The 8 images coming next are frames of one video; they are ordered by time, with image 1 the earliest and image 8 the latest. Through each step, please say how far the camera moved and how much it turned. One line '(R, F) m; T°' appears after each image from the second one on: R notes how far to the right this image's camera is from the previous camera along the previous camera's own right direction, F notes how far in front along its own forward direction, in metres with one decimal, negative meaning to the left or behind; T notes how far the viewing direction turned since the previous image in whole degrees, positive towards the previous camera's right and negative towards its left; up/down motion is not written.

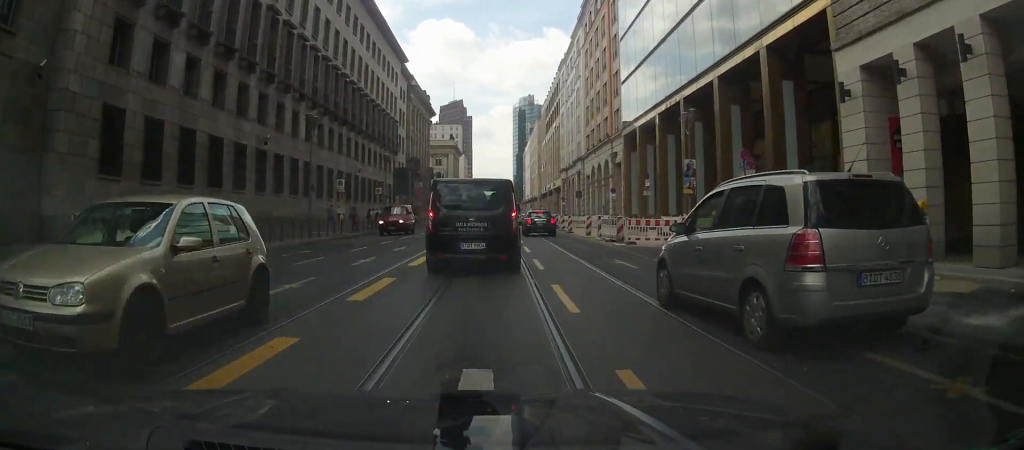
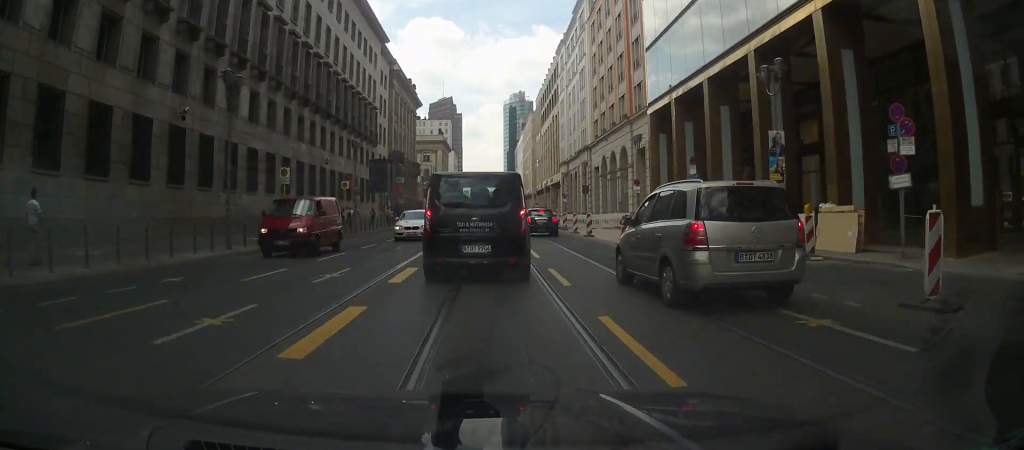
(+0.2, +10.0) m; +1°
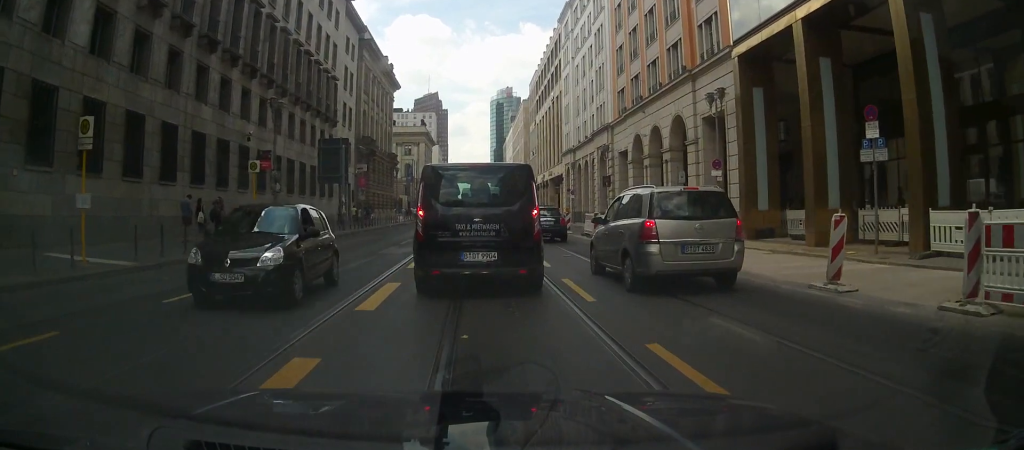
(-0.3, +15.8) m; +1°
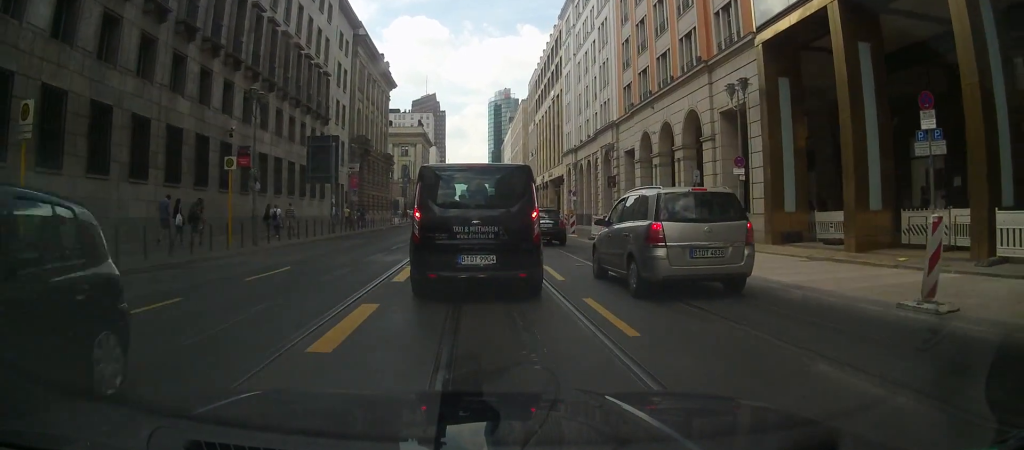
(0.0, +2.5) m; +1°
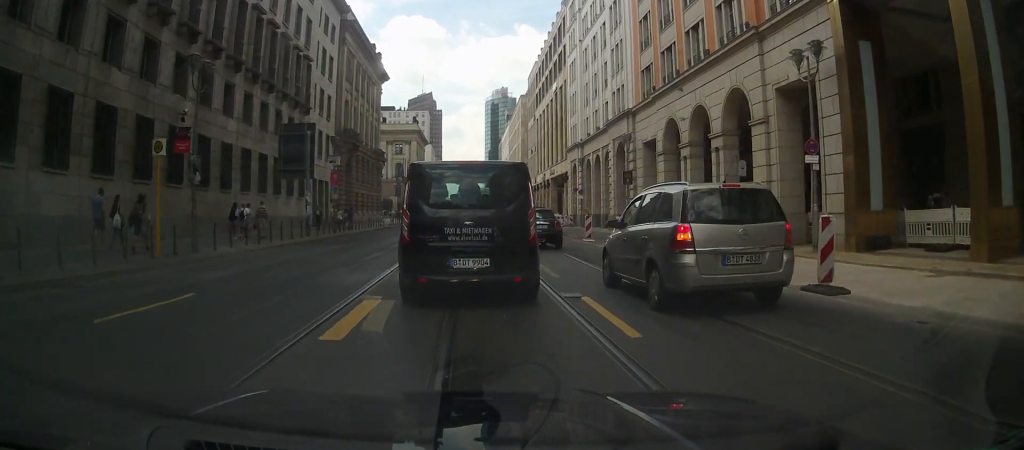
(+0.3, +5.7) m; -1°
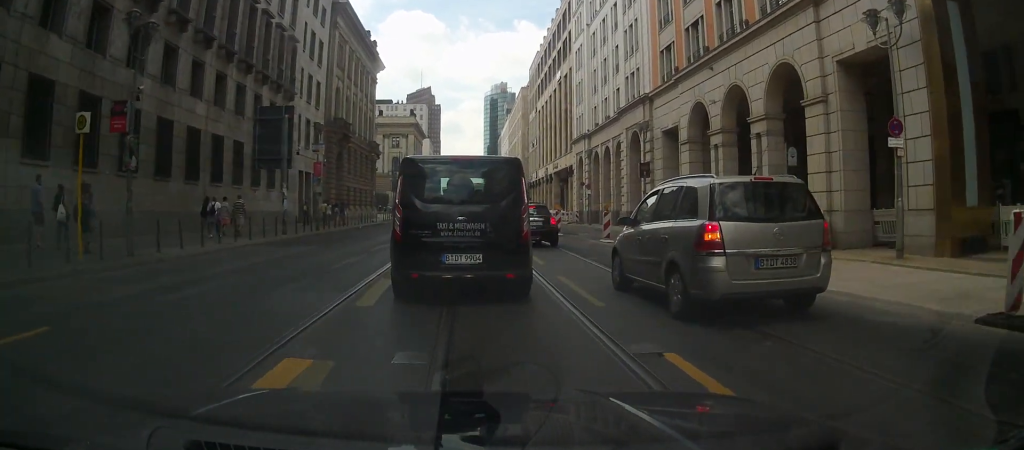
(-0.4, +4.3) m; -2°
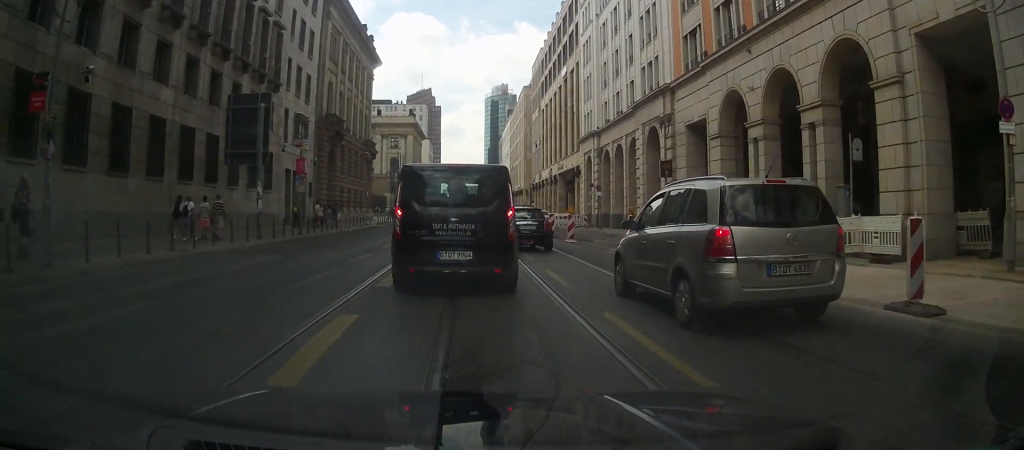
(+0.3, +4.1) m; -1°
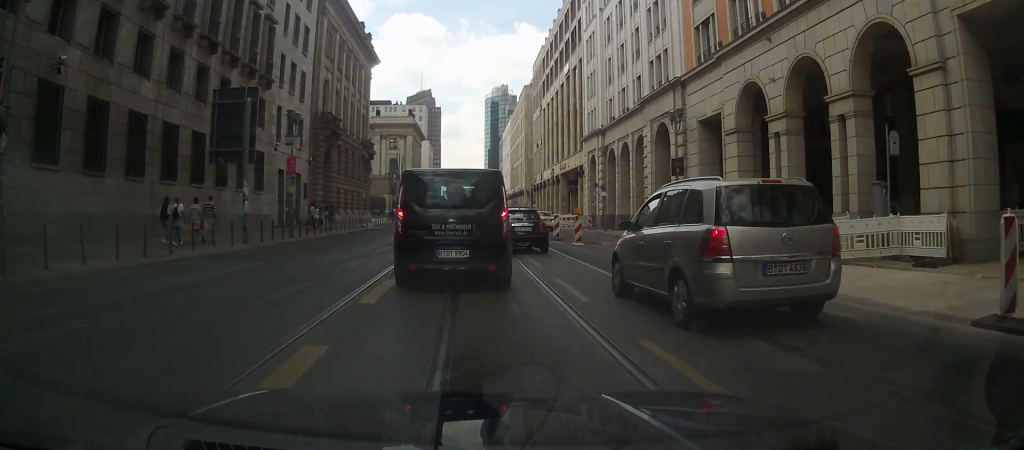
(-0.2, +1.8) m; 0°
